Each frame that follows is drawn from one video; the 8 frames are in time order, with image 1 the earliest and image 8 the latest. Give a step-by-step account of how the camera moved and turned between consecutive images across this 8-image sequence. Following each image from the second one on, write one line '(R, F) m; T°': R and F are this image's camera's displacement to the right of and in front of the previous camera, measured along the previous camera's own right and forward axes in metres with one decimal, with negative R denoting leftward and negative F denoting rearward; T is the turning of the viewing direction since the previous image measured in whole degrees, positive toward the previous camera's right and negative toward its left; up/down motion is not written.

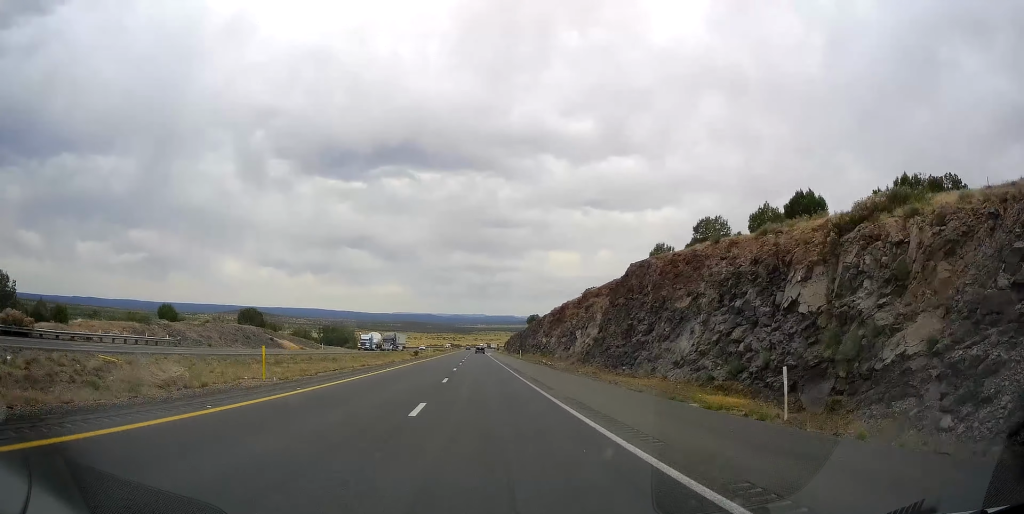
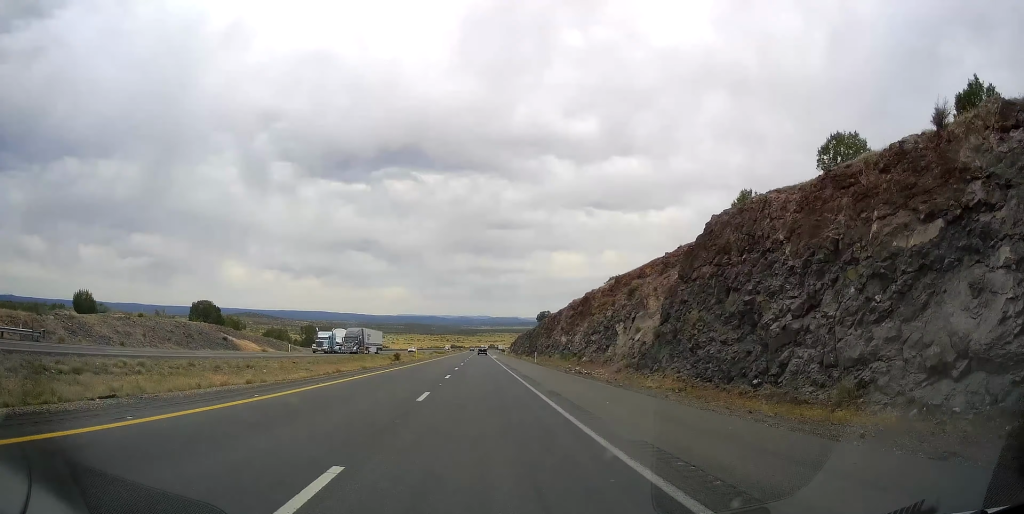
(+0.1, +21.0) m; -1°
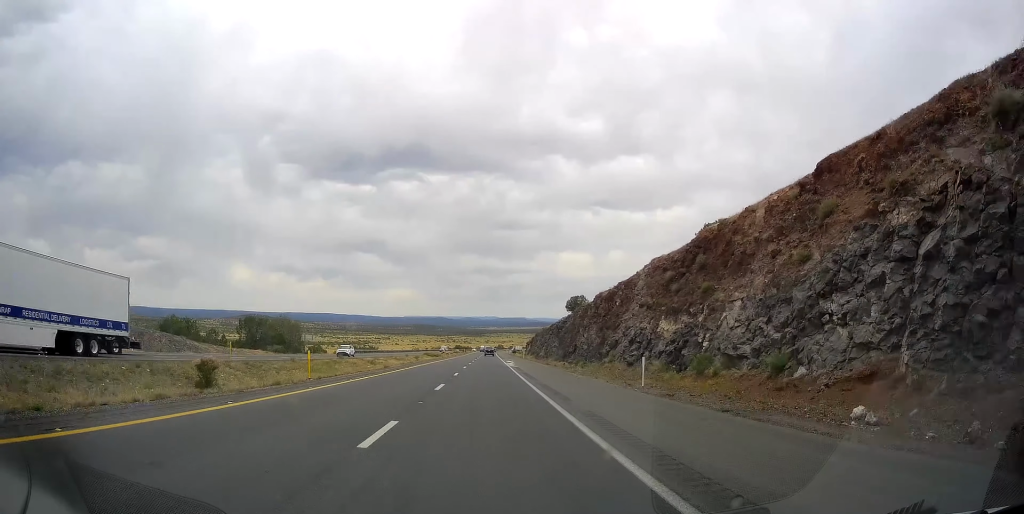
(-1.2, +44.2) m; -2°
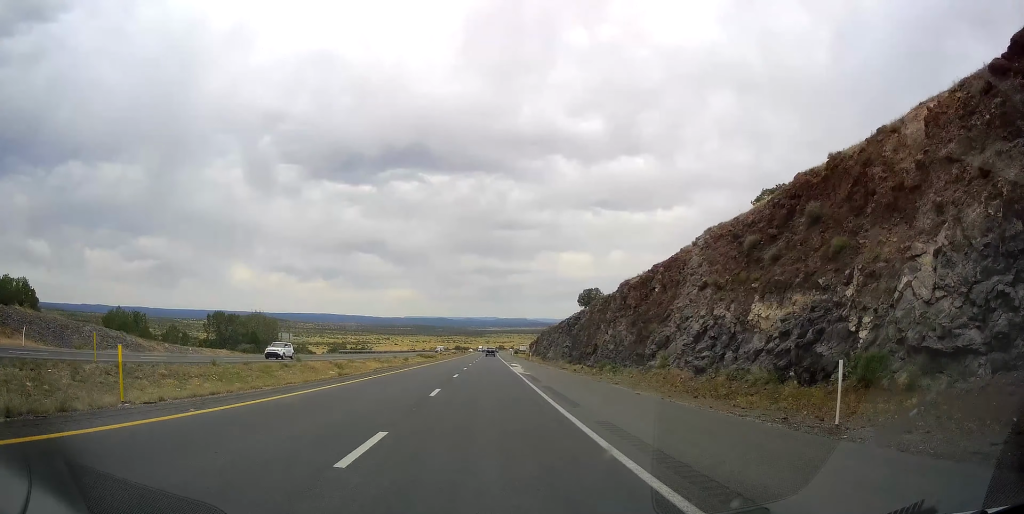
(-0.2, +14.0) m; 0°
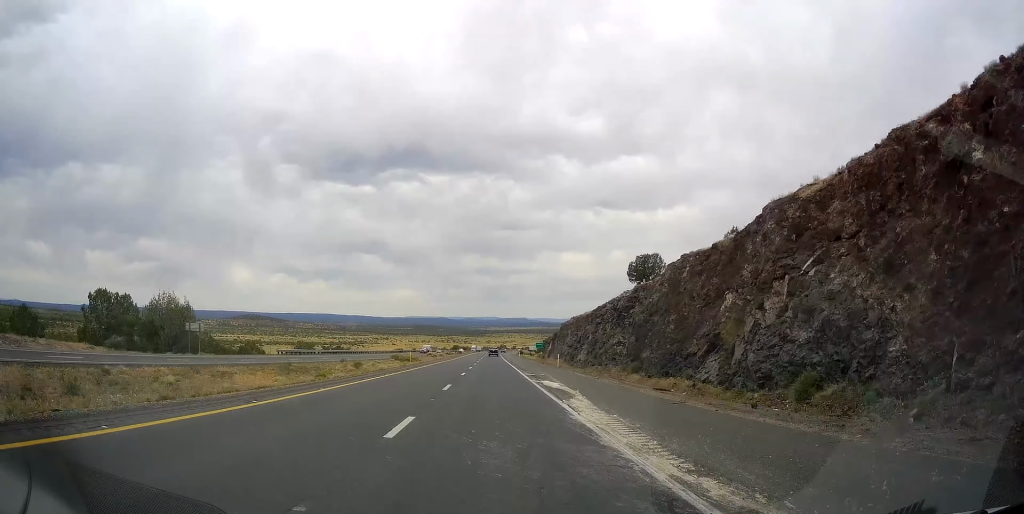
(+0.3, +33.8) m; 0°
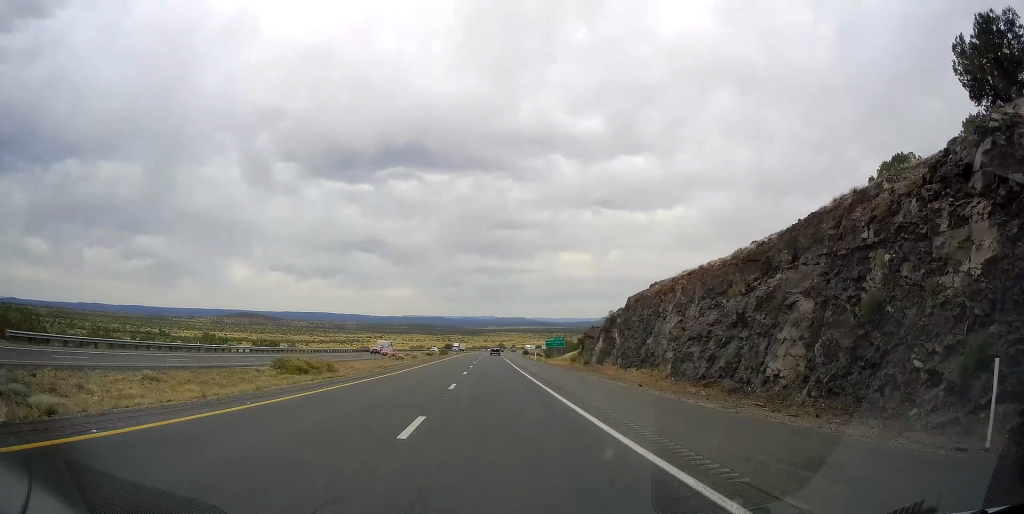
(-0.5, +49.0) m; -1°
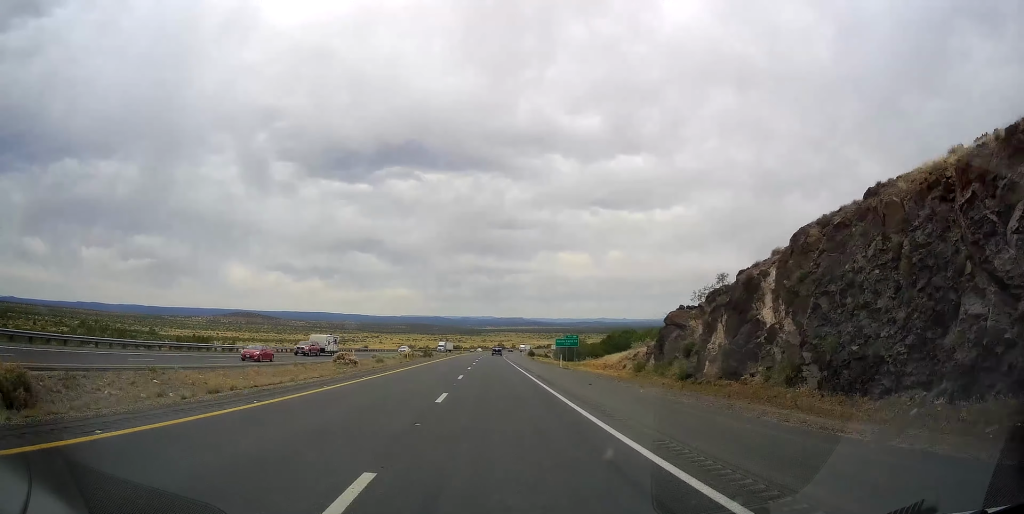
(0.0, +30.4) m; +1°
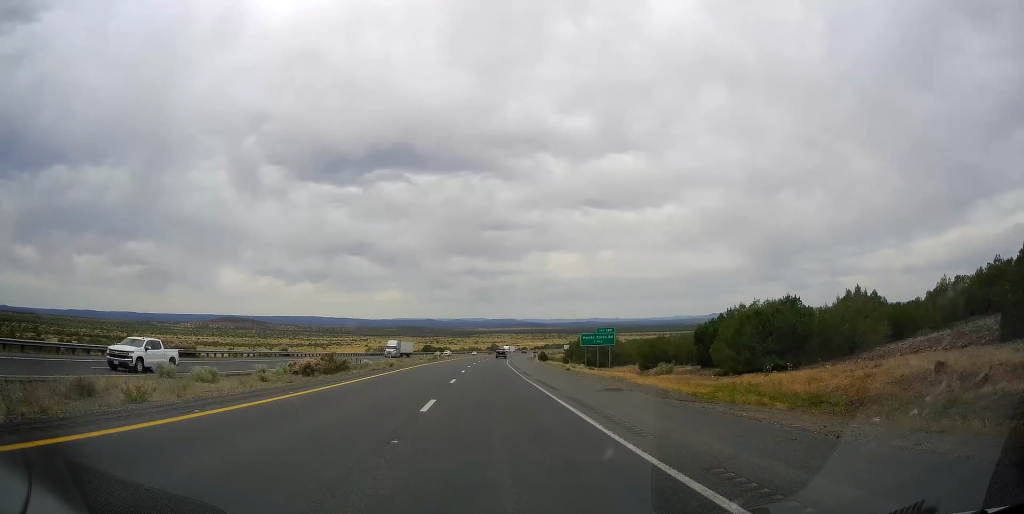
(+0.9, +51.5) m; +1°
